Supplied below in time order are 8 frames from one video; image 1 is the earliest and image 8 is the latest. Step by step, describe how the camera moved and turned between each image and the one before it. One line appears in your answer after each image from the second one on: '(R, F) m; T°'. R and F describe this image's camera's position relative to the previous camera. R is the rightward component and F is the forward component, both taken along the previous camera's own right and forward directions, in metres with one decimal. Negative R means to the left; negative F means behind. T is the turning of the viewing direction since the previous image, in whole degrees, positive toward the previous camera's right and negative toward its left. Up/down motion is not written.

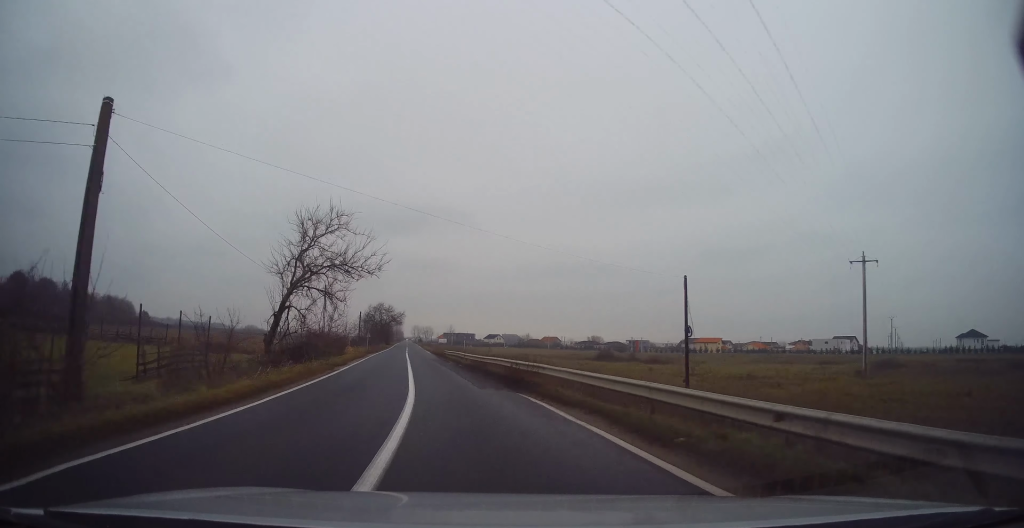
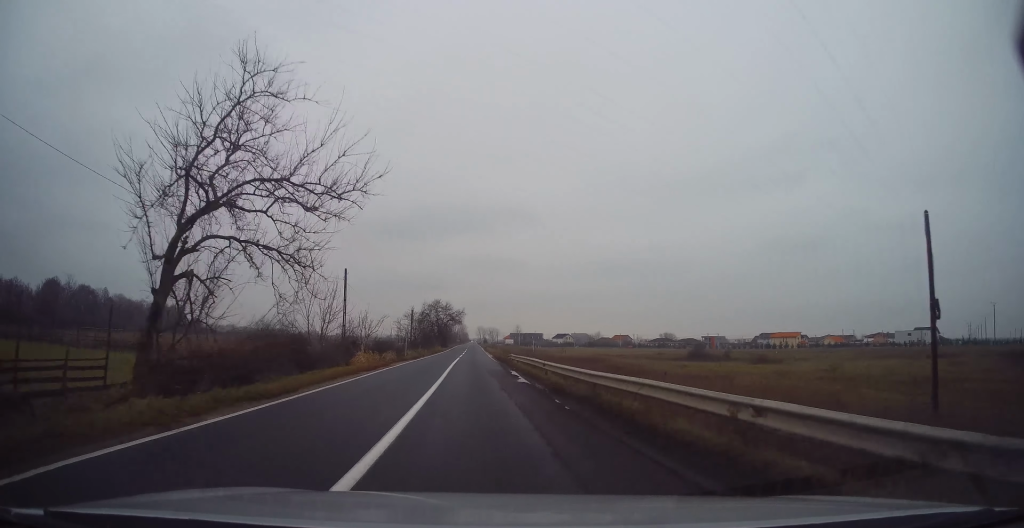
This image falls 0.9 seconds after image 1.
(-1.2, +15.3) m; -7°
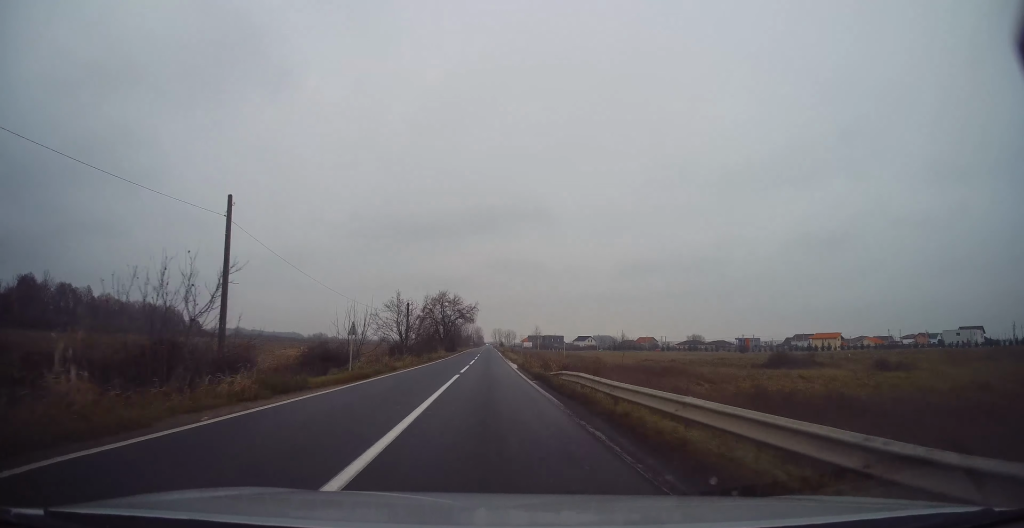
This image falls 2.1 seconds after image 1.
(-0.8, +22.6) m; -2°
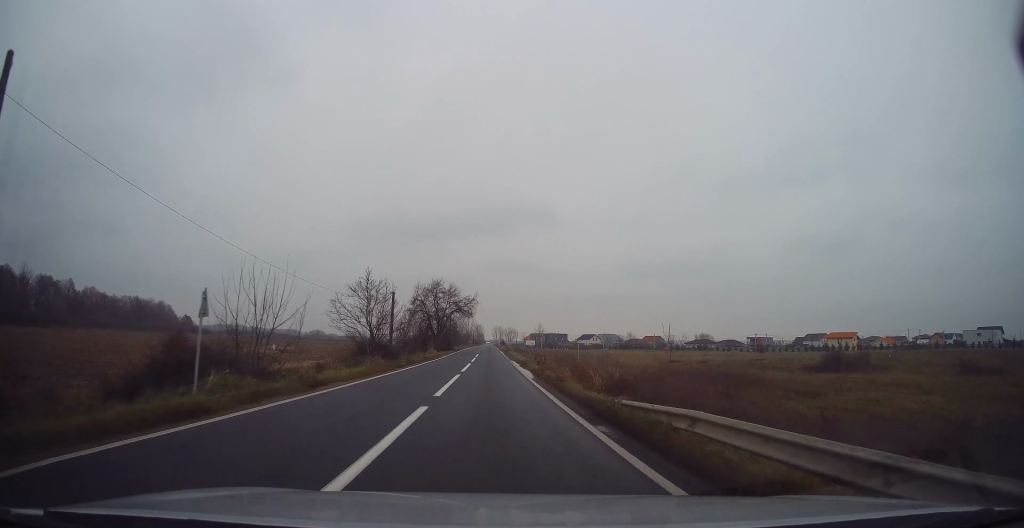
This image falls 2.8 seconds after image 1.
(0.0, +12.6) m; 0°
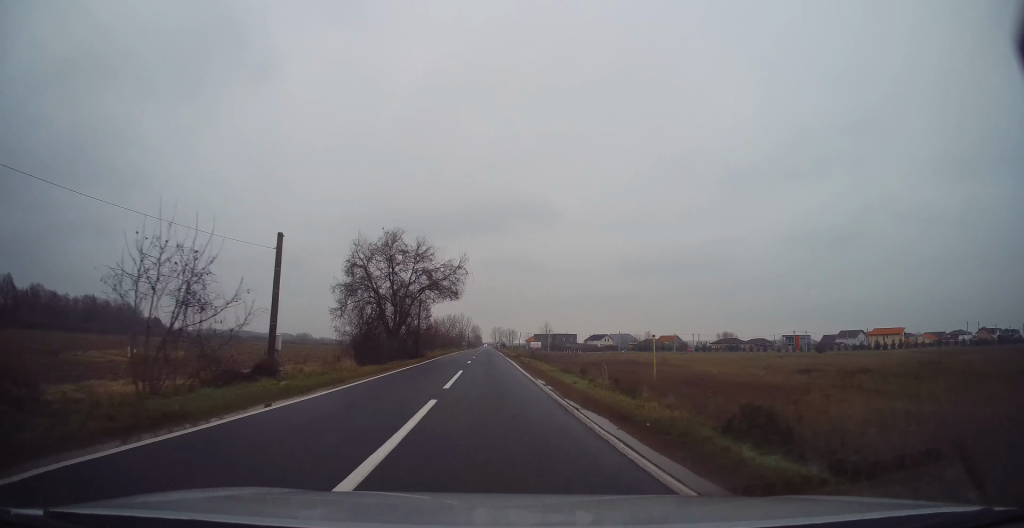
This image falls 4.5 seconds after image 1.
(-0.1, +33.3) m; +1°
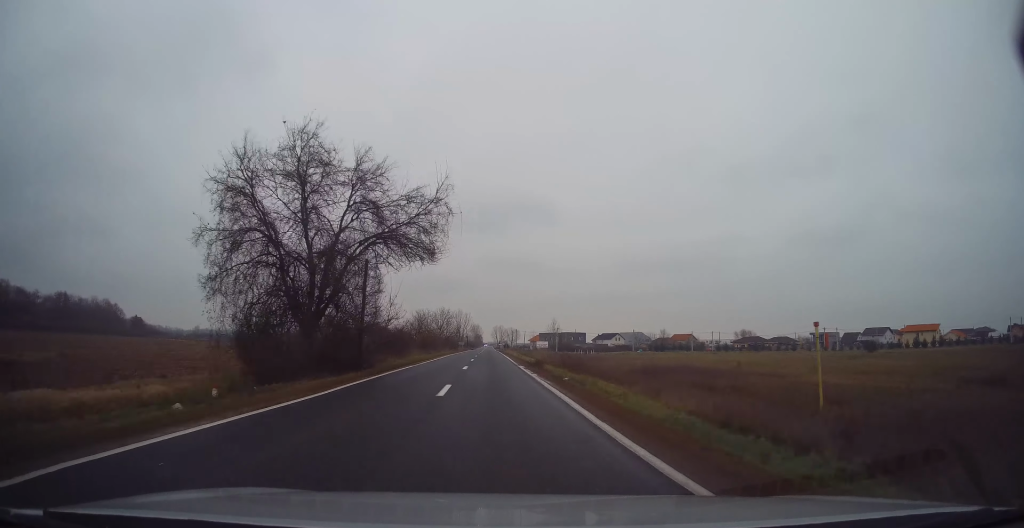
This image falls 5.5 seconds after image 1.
(+0.3, +19.9) m; 0°
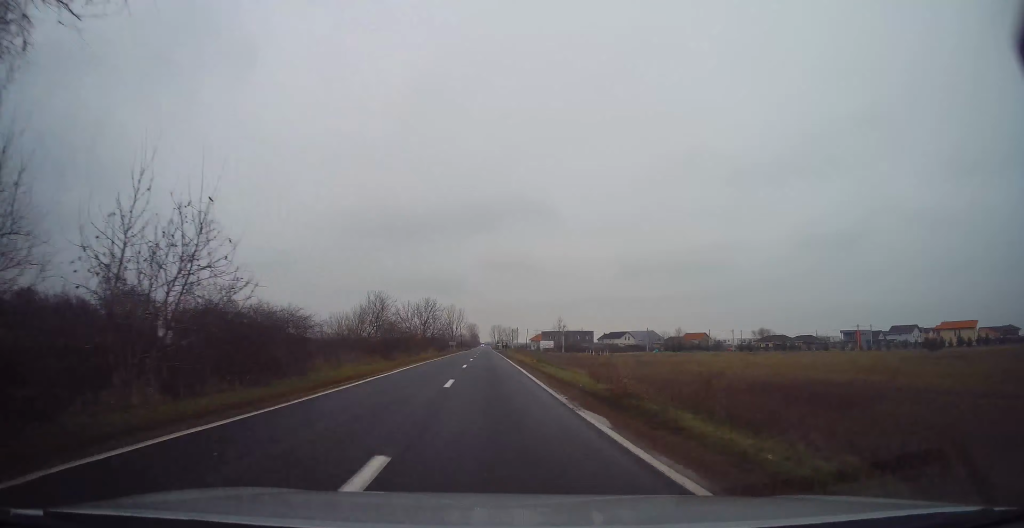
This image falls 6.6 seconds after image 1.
(-0.2, +21.7) m; -1°
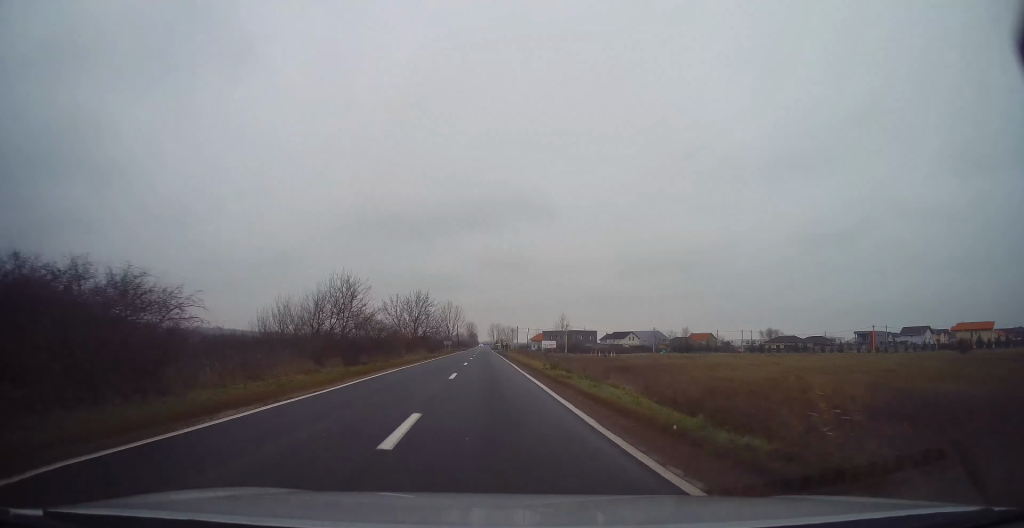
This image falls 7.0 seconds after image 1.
(0.0, +8.6) m; 0°
